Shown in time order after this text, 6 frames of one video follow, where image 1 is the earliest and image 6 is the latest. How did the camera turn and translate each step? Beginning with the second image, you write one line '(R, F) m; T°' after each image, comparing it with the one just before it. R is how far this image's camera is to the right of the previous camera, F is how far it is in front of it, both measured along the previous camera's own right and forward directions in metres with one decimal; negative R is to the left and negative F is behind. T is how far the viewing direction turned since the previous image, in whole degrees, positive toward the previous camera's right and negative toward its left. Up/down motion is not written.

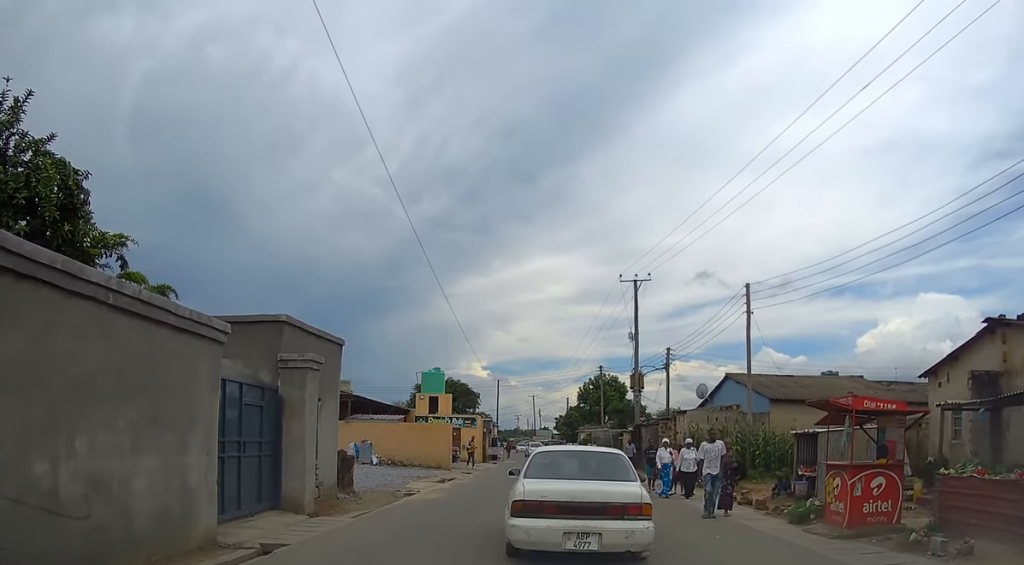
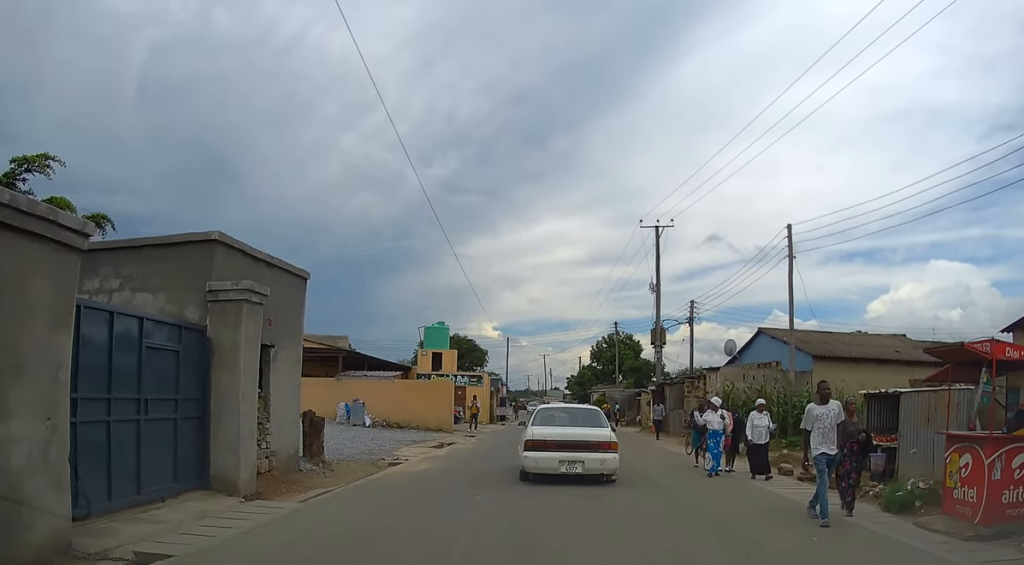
(0.0, +3.7) m; 0°
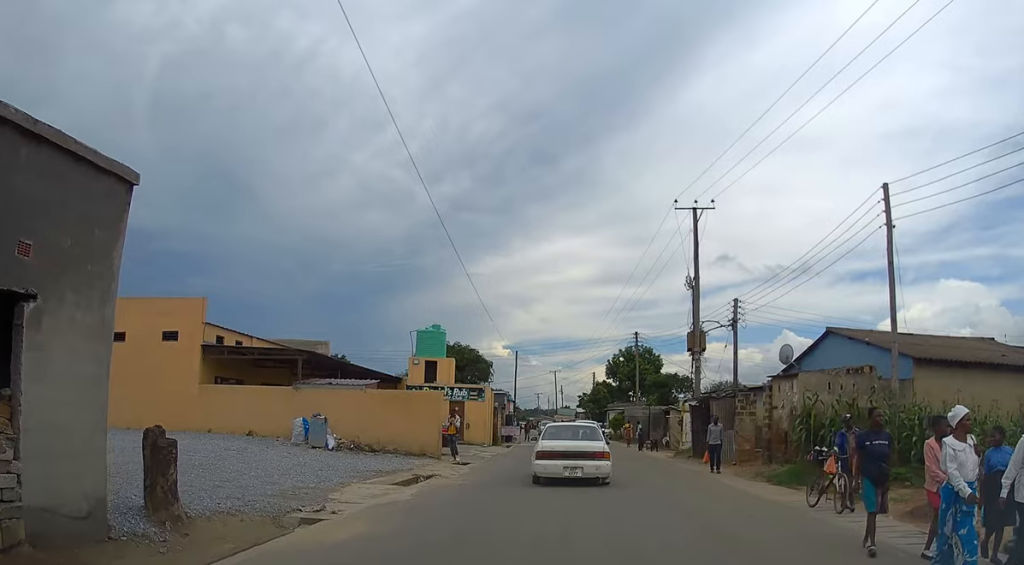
(0.0, +6.2) m; 0°
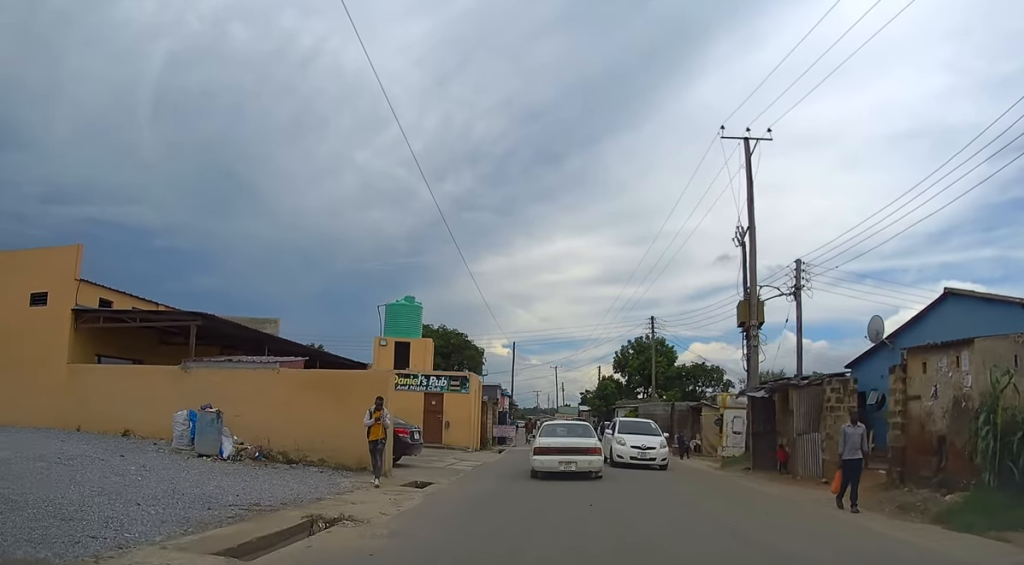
(0.0, +7.6) m; -1°
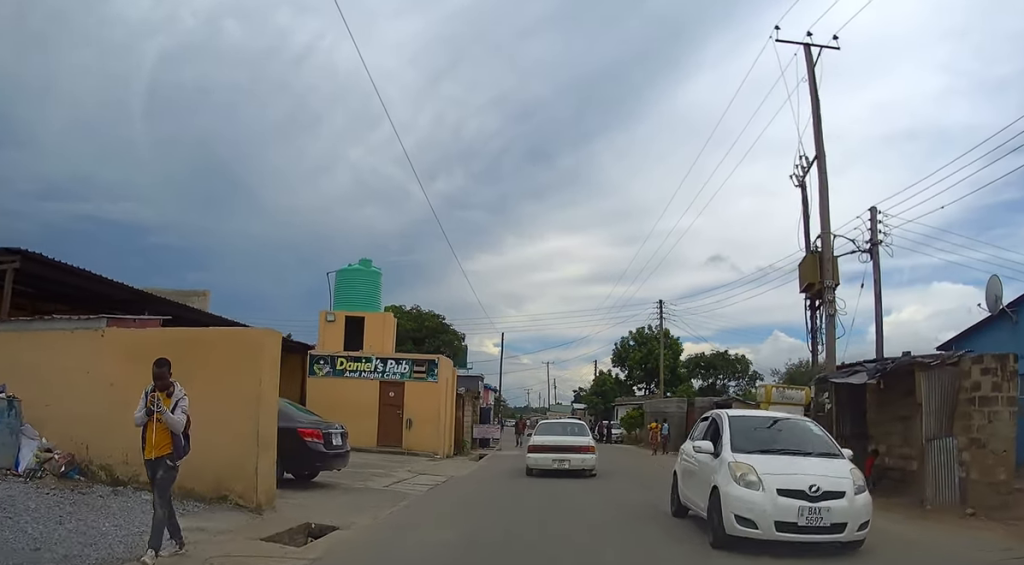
(0.0, +6.5) m; +1°
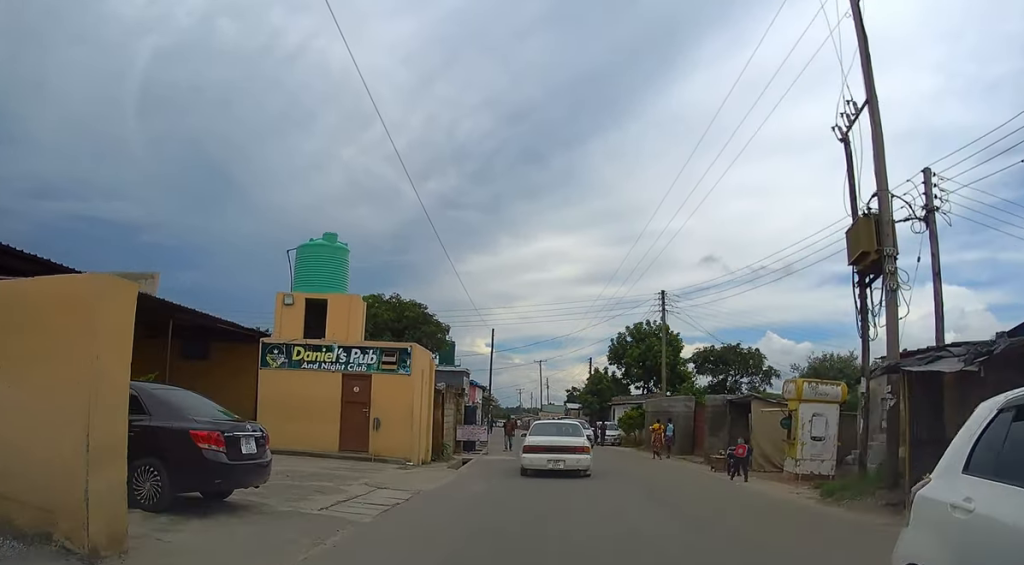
(0.0, +3.4) m; +1°
